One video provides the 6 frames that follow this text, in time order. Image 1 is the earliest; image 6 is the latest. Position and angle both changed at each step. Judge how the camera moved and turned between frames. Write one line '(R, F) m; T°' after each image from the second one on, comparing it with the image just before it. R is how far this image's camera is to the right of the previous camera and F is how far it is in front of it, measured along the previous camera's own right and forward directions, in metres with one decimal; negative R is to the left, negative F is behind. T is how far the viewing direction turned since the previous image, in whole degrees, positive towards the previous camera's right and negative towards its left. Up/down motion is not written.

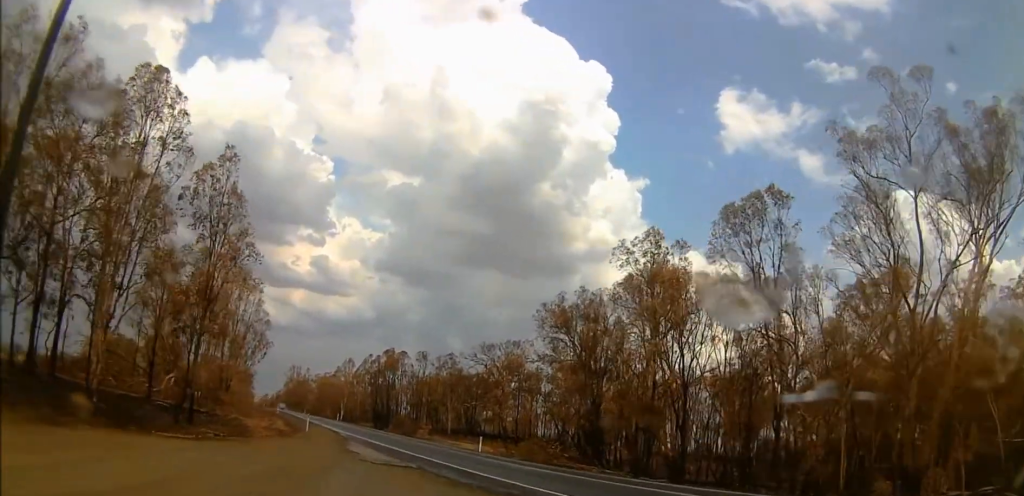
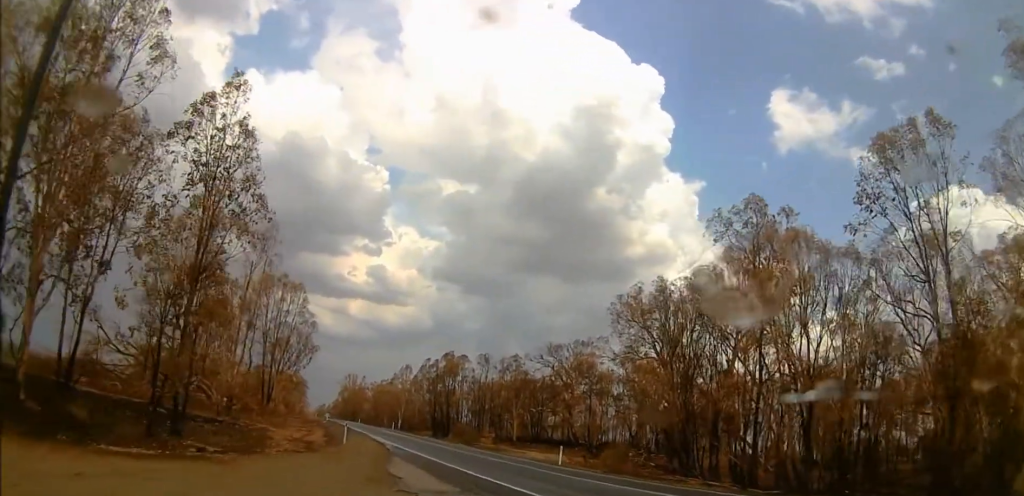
(-0.5, +8.6) m; -1°
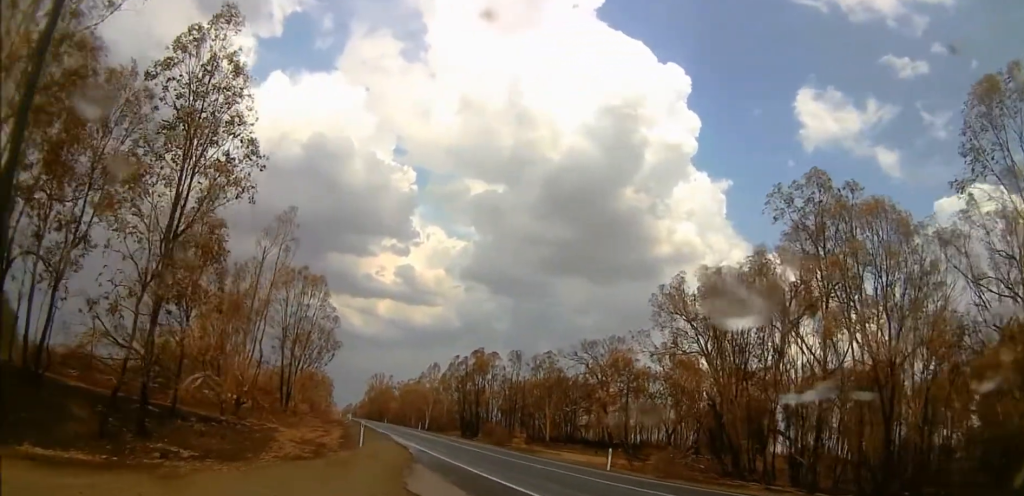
(+0.1, +4.5) m; +1°
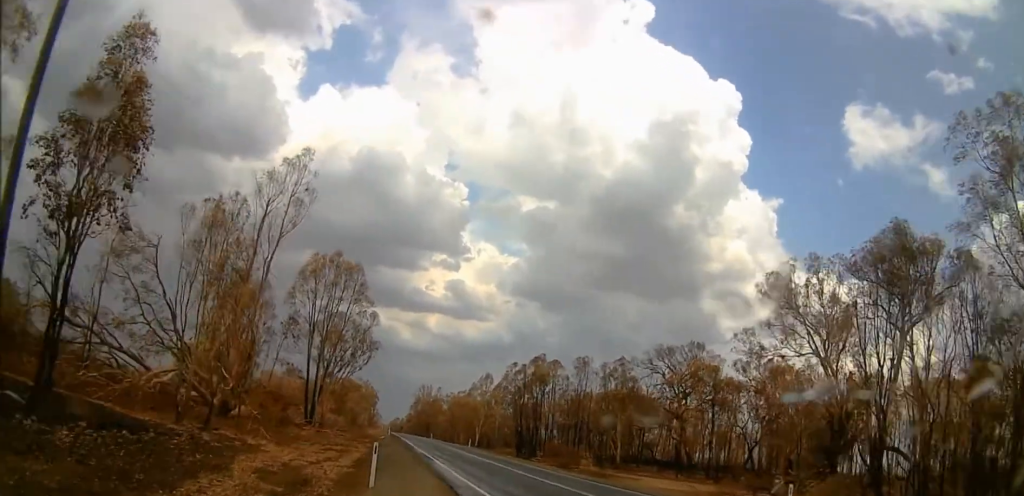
(-0.3, +12.6) m; -1°
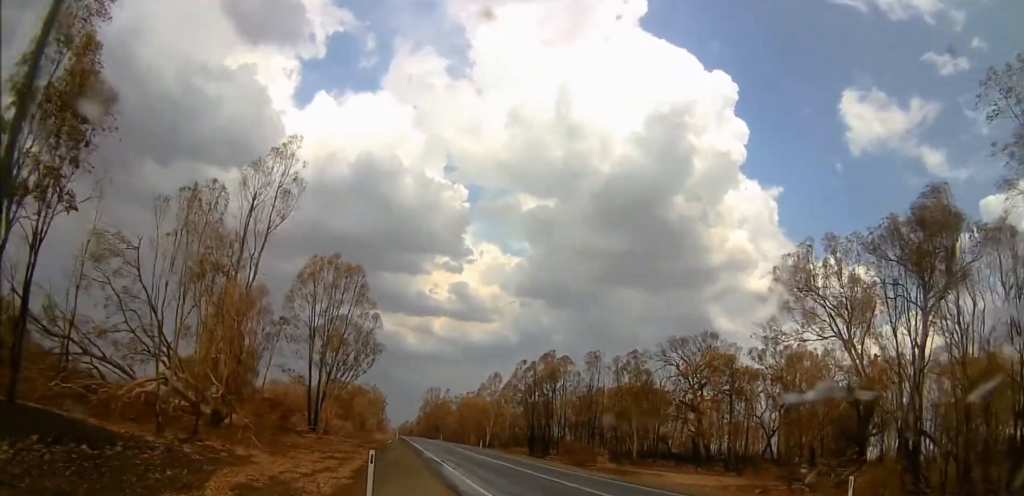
(0.0, +2.6) m; +1°
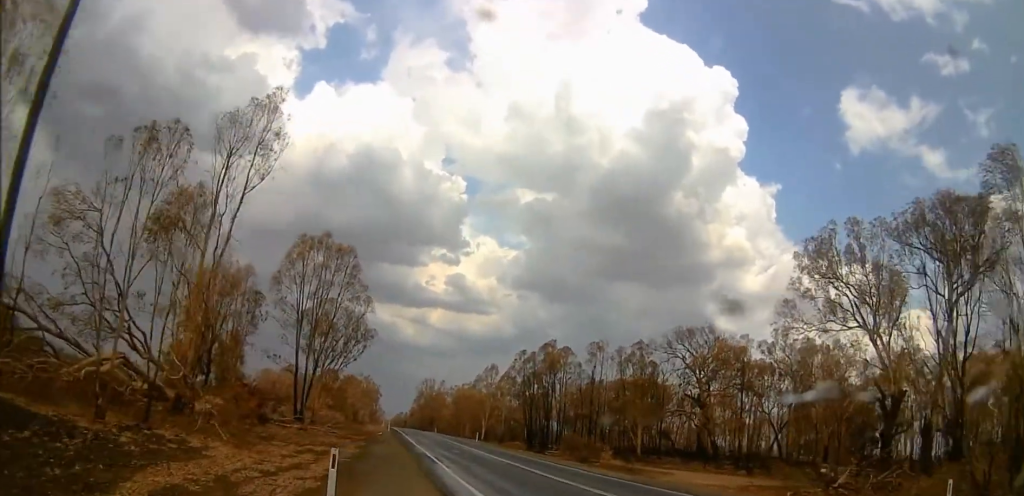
(+0.2, +4.0) m; -2°
